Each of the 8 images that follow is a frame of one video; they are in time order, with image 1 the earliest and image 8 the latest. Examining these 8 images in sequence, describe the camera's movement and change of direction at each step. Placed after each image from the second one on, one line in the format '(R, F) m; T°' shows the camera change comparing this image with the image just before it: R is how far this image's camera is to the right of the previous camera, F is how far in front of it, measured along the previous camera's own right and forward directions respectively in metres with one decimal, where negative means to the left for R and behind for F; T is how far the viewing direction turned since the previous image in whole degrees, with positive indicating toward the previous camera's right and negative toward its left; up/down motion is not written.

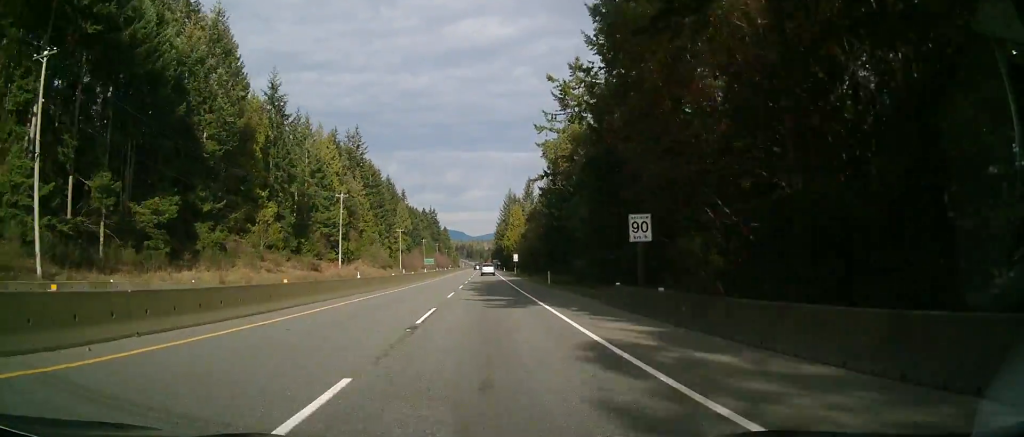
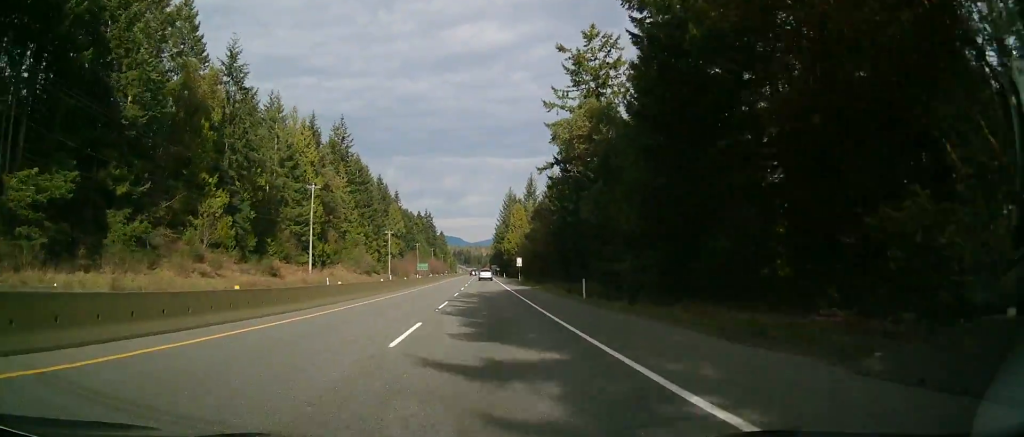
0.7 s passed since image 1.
(+0.4, +16.5) m; +1°
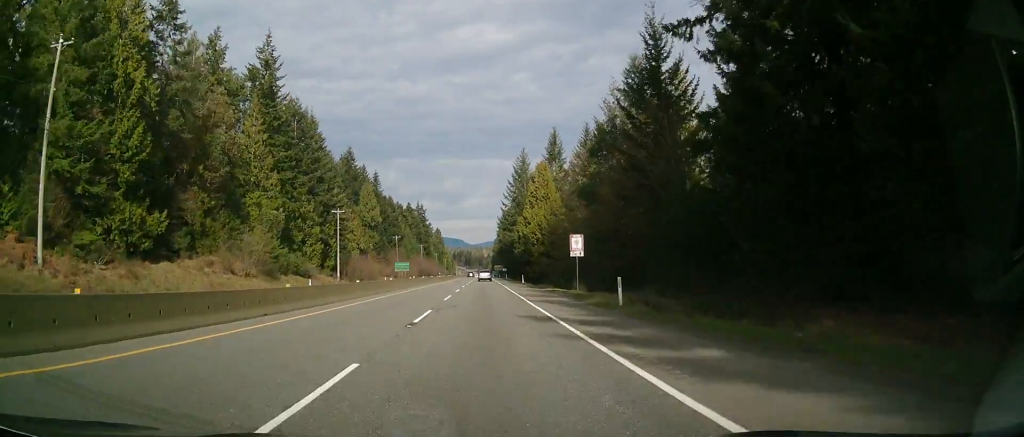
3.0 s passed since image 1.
(+0.6, +57.5) m; +1°
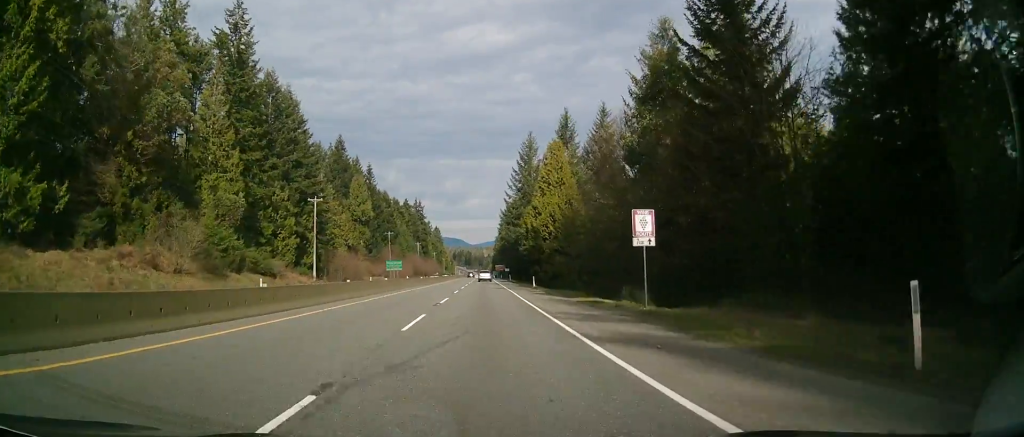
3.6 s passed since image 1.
(0.0, +14.9) m; 0°
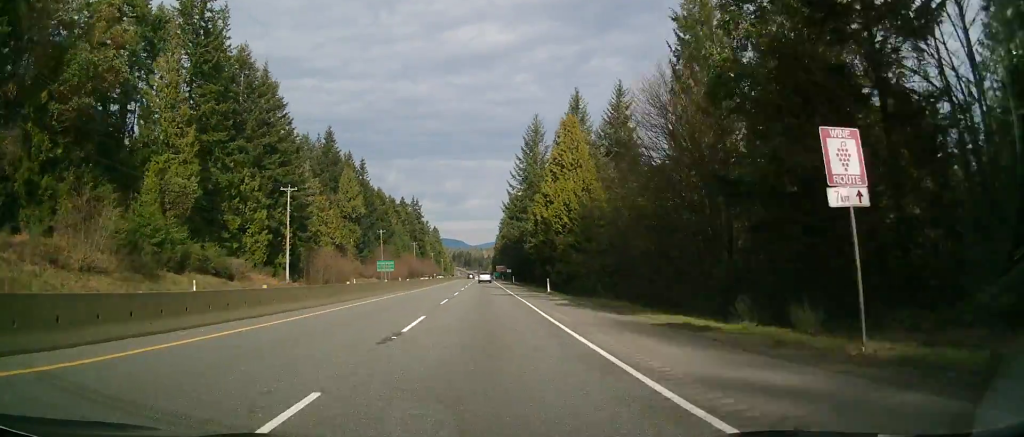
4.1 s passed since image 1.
(0.0, +12.4) m; 0°
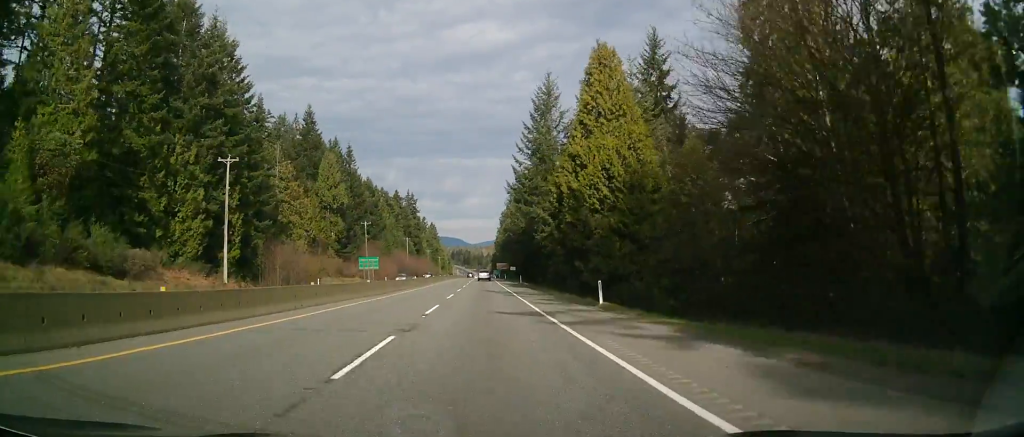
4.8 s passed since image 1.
(0.0, +19.0) m; 0°
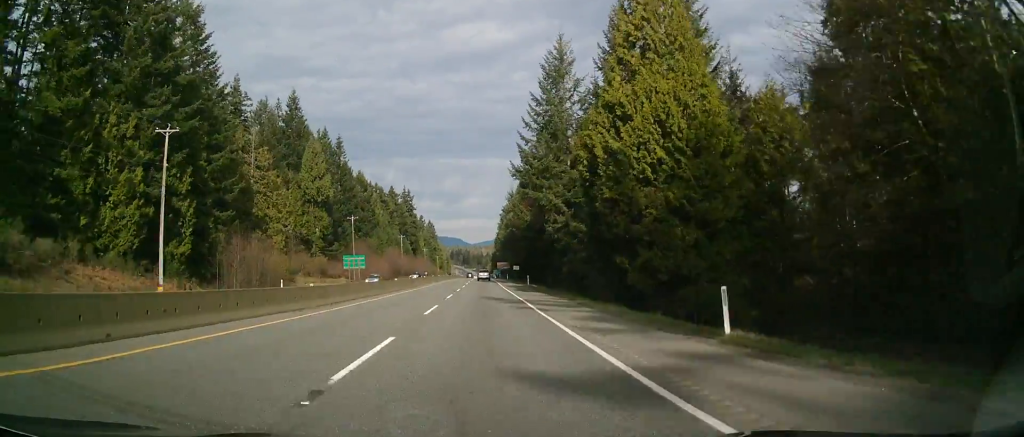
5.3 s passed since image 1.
(0.0, +12.4) m; 0°
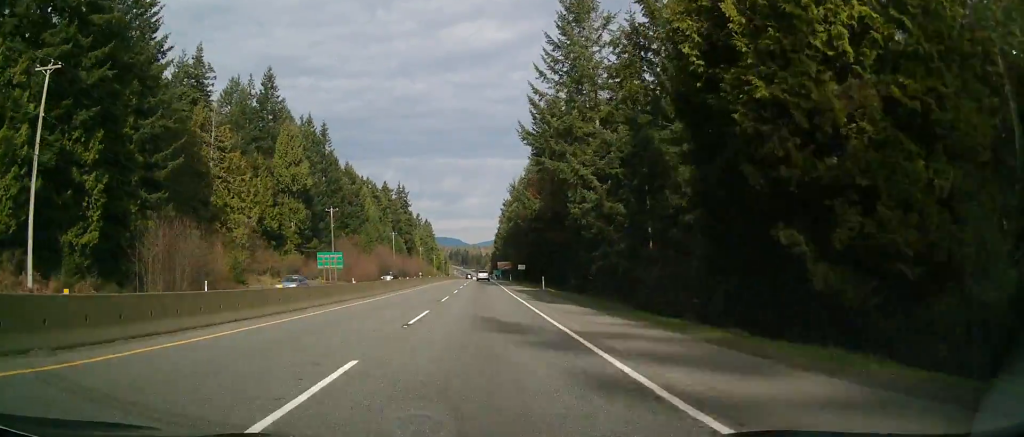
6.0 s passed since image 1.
(0.0, +15.7) m; 0°
